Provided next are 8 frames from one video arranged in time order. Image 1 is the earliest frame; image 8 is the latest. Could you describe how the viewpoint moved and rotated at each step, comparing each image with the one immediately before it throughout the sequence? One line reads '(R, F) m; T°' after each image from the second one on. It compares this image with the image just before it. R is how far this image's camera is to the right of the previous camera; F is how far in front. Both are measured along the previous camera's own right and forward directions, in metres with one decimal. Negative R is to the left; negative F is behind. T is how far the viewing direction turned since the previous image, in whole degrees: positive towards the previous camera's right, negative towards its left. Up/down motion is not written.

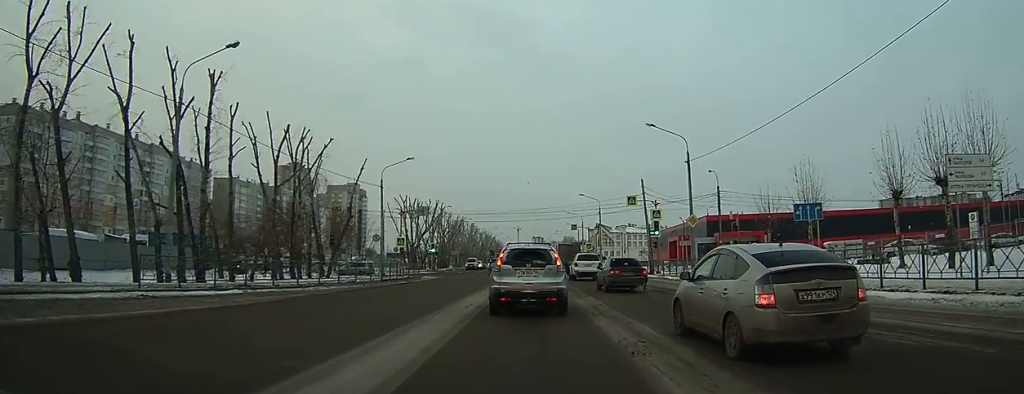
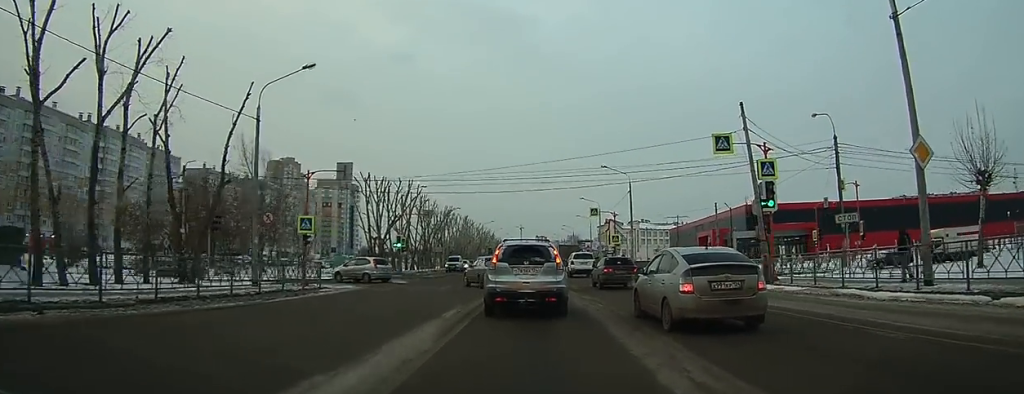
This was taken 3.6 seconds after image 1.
(-0.6, +24.2) m; -4°
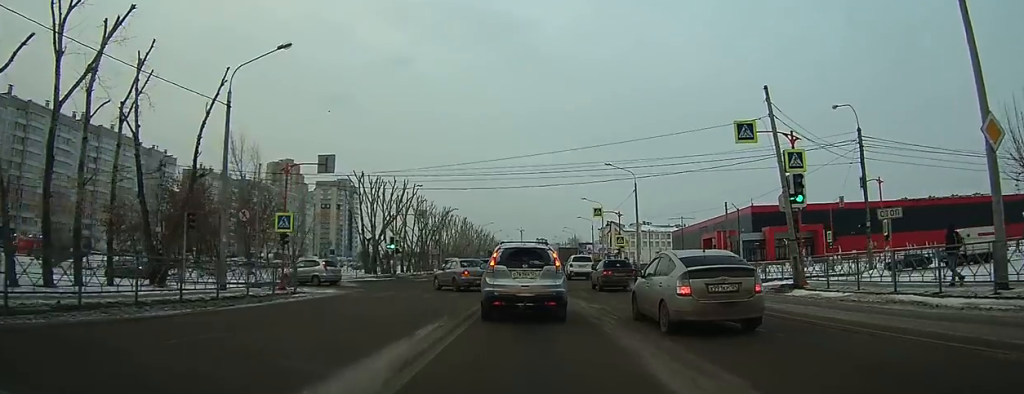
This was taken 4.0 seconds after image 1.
(0.0, +3.2) m; -3°
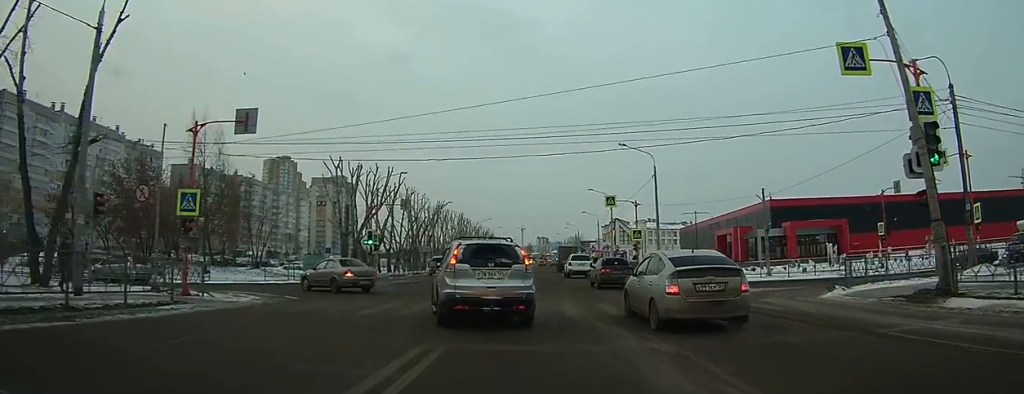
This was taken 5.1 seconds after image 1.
(-0.6, +9.2) m; -12°
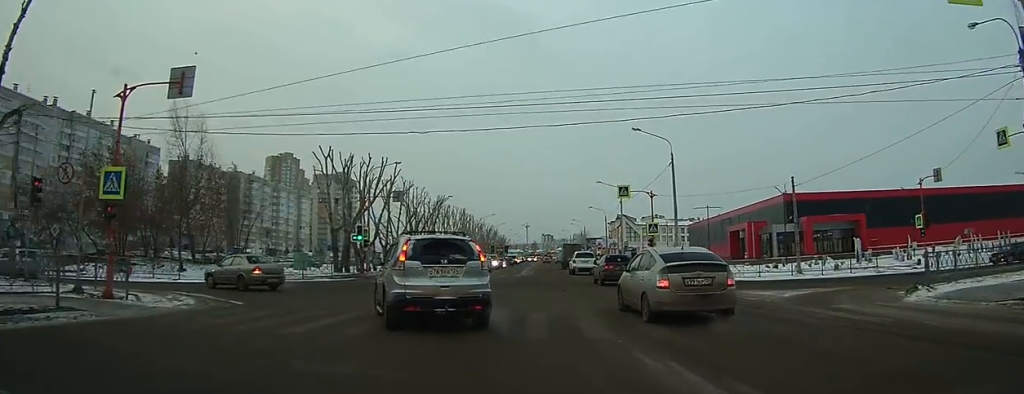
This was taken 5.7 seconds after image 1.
(-0.2, +5.2) m; -8°
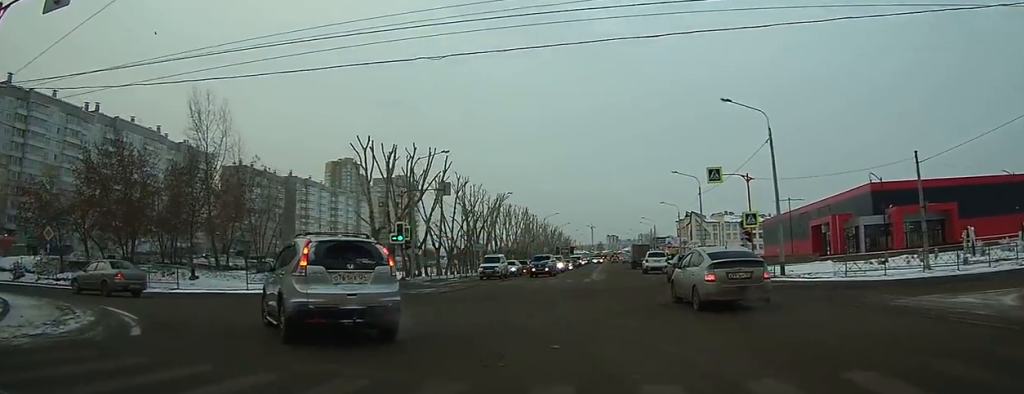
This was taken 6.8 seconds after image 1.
(-0.8, +9.0) m; -5°
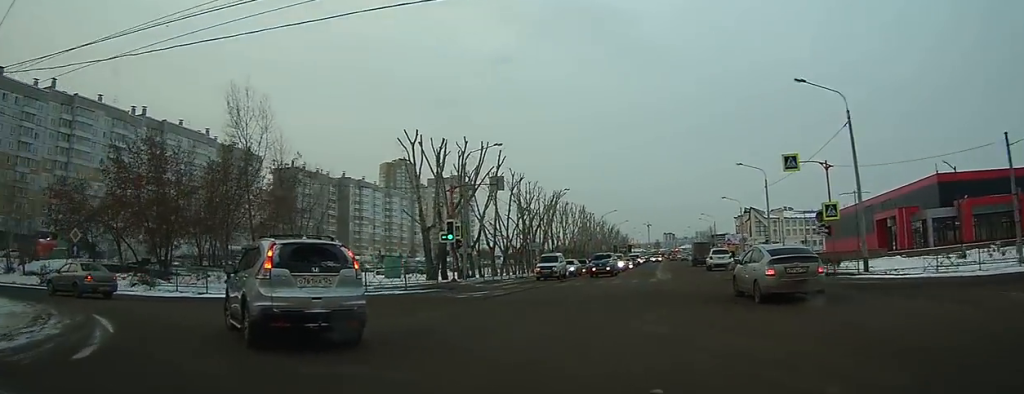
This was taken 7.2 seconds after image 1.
(0.0, +3.6) m; +1°
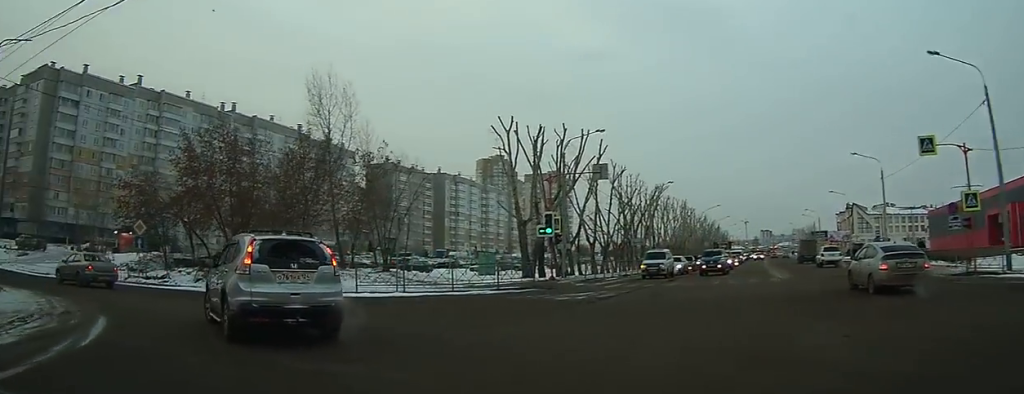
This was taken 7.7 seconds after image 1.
(-0.1, +4.3) m; +1°
